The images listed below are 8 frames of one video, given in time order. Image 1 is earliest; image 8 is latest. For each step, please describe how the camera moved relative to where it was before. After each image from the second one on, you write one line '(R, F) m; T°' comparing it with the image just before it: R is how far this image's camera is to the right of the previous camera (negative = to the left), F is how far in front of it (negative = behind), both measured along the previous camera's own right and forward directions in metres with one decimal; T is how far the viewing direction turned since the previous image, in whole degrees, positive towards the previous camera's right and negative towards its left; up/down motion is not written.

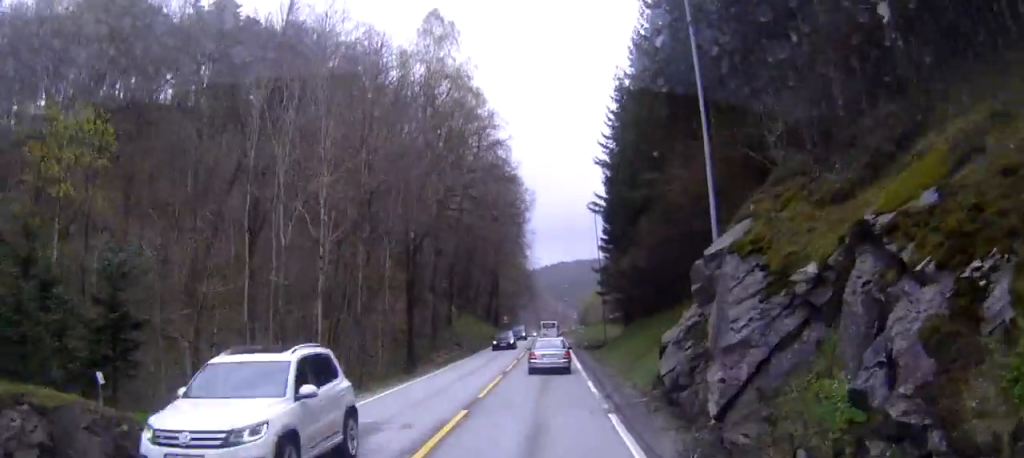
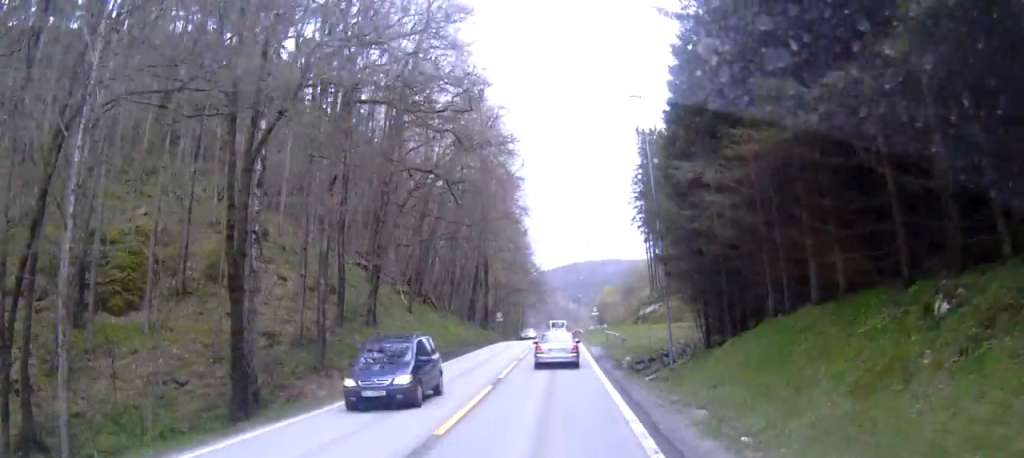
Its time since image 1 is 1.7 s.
(-0.1, +32.1) m; 0°
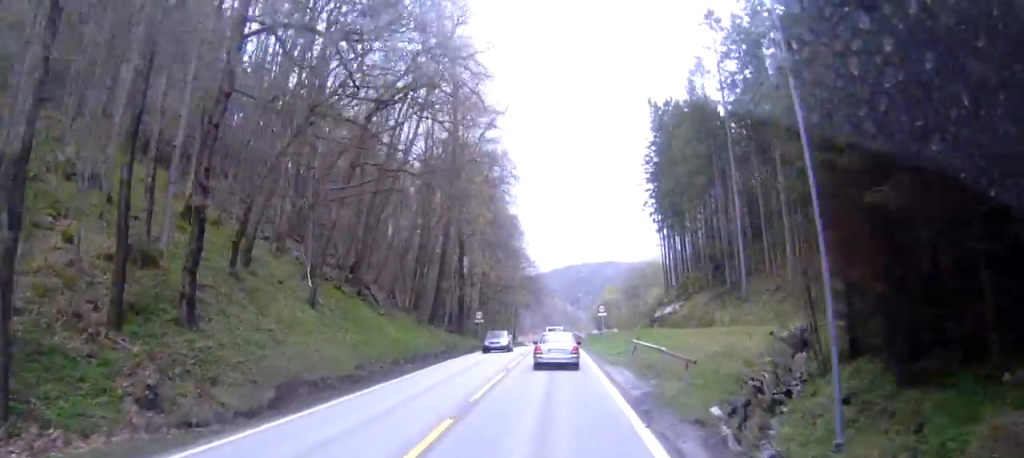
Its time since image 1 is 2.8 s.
(+0.2, +19.7) m; 0°
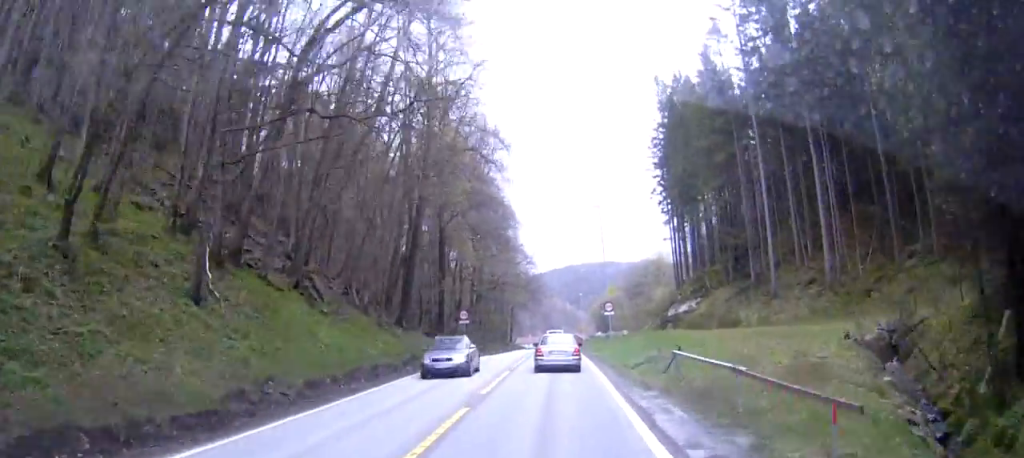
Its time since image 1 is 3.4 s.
(0.0, +10.5) m; -1°
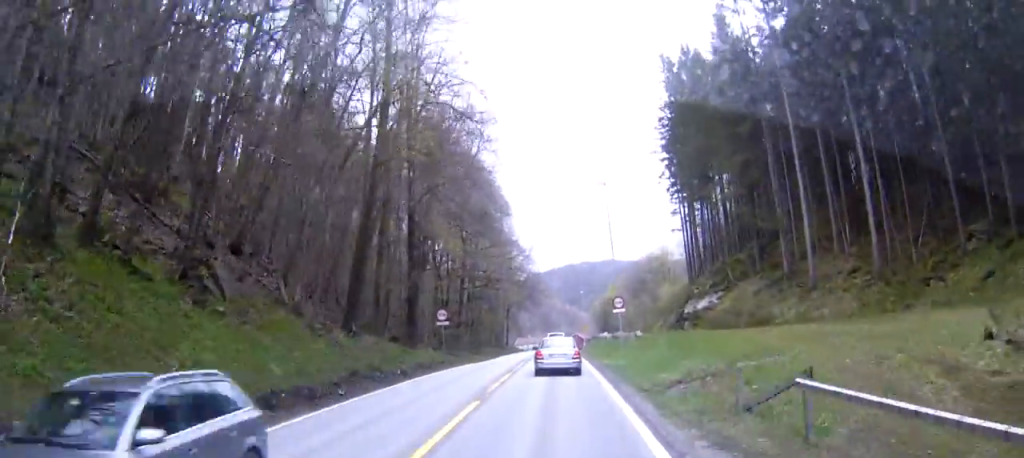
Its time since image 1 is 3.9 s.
(-0.1, +10.1) m; +1°
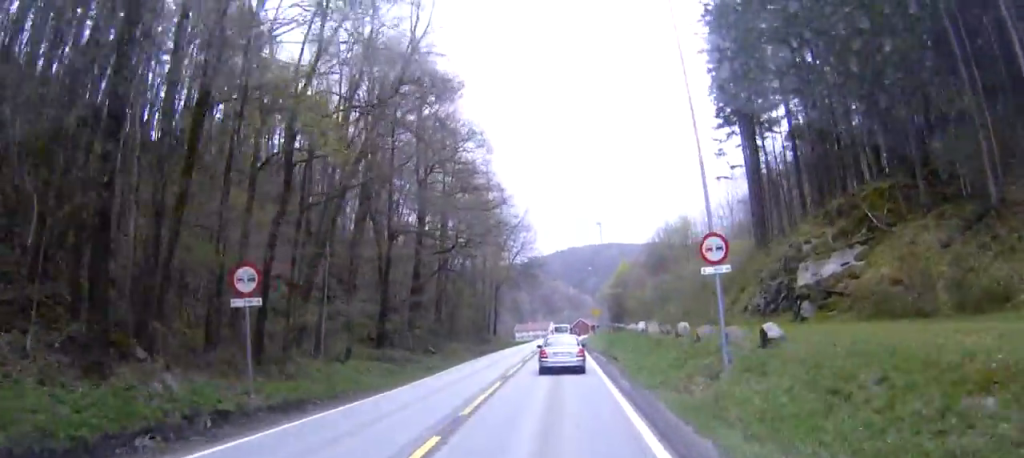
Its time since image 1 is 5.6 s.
(+1.0, +28.1) m; +3°
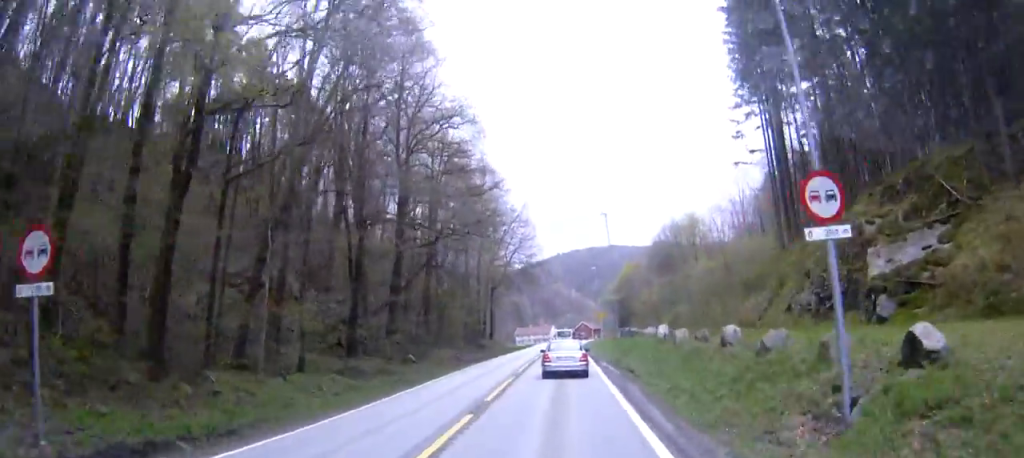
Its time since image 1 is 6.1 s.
(+0.3, +7.3) m; -2°
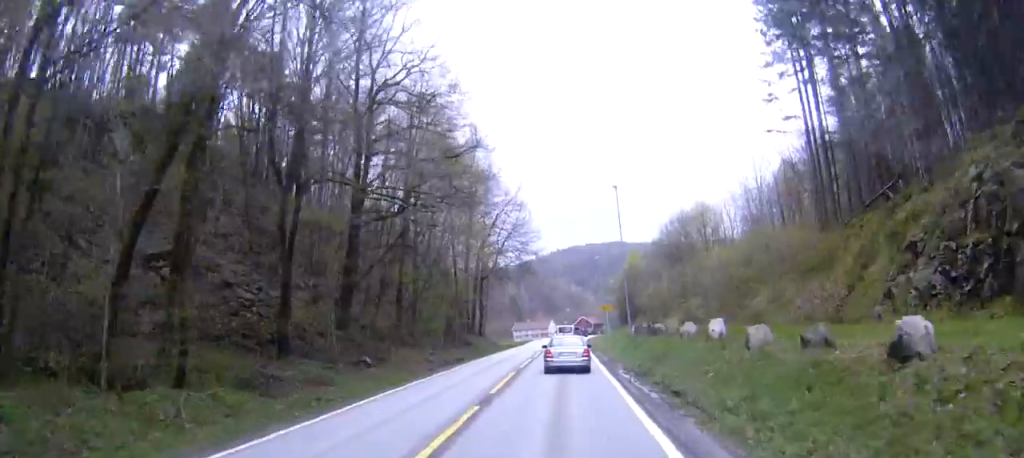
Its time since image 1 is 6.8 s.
(-0.4, +10.5) m; -2°
